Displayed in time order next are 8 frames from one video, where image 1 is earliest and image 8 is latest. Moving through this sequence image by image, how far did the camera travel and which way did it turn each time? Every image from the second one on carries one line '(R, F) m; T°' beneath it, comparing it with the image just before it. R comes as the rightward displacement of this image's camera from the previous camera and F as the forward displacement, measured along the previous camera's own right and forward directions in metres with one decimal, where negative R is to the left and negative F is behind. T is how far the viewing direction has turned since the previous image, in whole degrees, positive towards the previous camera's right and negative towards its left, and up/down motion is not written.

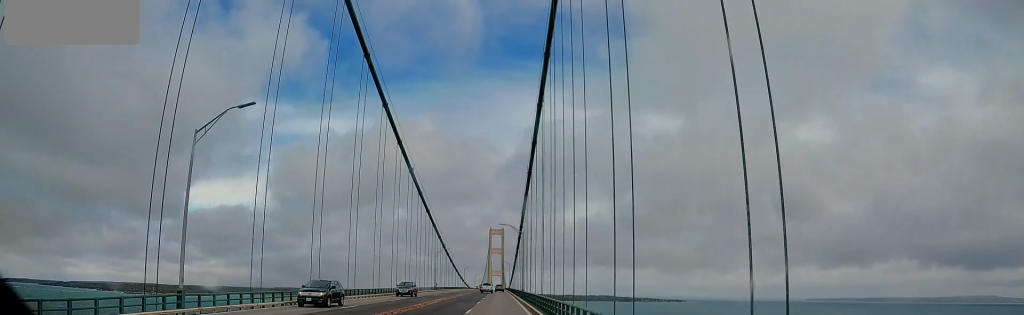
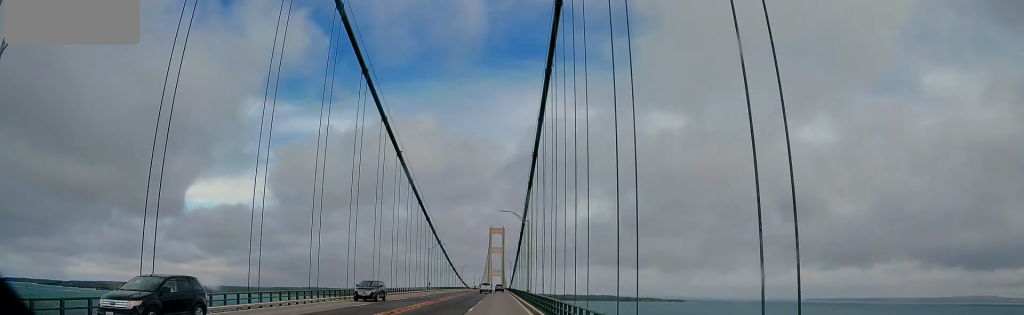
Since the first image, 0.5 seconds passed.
(0.0, +12.4) m; 0°
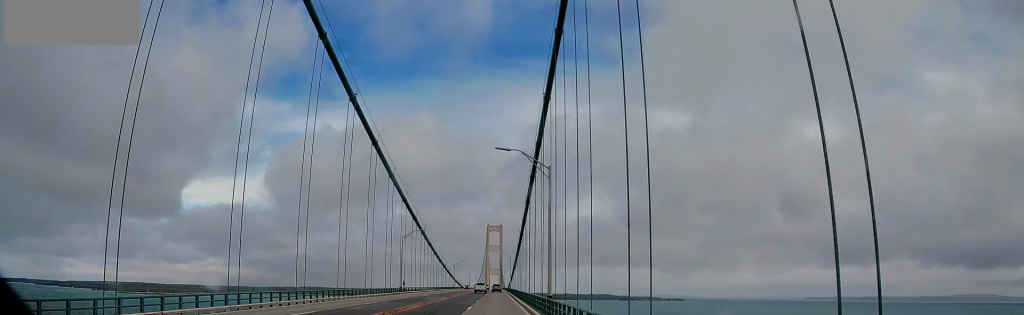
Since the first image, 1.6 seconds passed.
(+0.1, +26.4) m; 0°
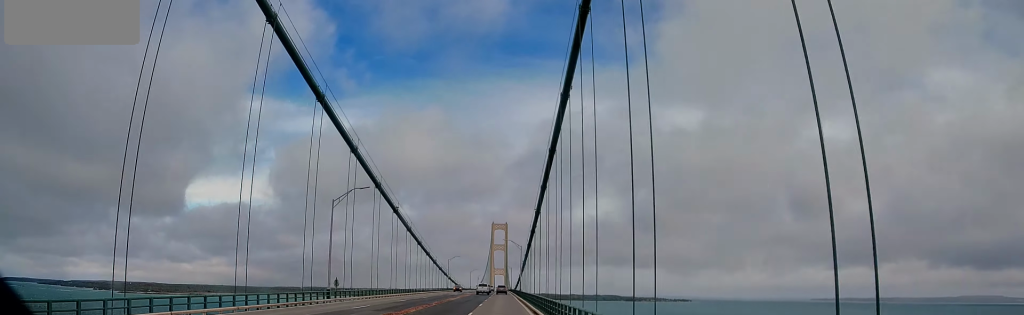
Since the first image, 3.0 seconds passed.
(-0.1, +31.1) m; 0°
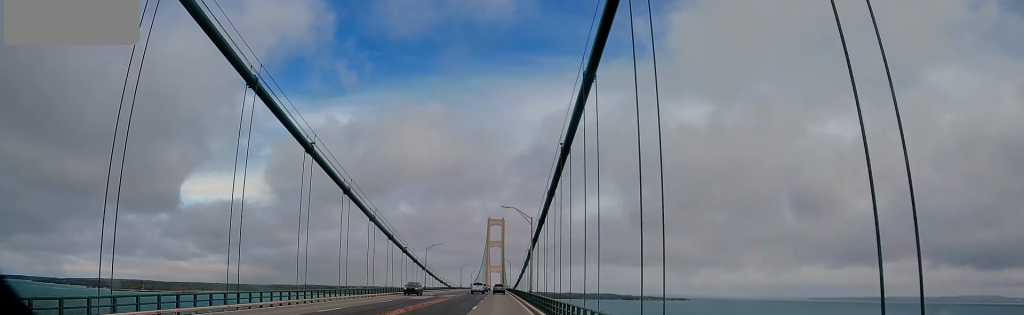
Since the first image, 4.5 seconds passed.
(0.0, +34.5) m; 0°
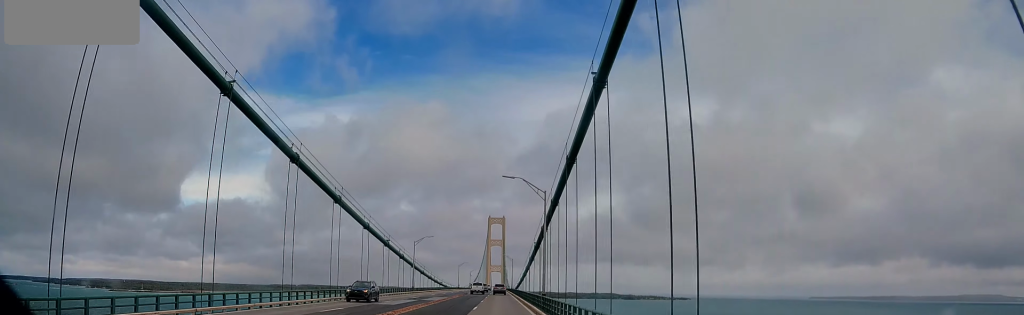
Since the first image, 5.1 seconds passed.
(-0.1, +14.2) m; +1°
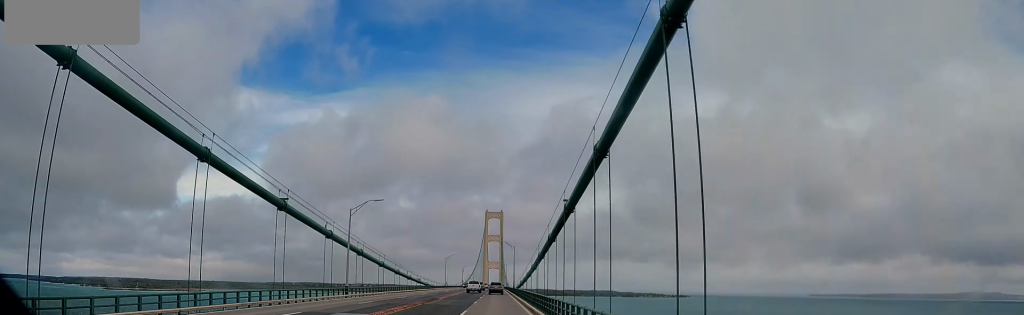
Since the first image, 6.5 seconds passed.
(+0.6, +34.6) m; 0°
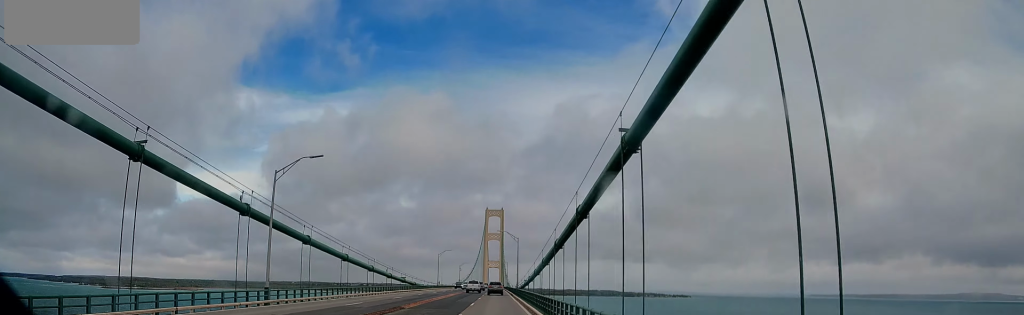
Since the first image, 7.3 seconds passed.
(-0.4, +17.8) m; -1°
